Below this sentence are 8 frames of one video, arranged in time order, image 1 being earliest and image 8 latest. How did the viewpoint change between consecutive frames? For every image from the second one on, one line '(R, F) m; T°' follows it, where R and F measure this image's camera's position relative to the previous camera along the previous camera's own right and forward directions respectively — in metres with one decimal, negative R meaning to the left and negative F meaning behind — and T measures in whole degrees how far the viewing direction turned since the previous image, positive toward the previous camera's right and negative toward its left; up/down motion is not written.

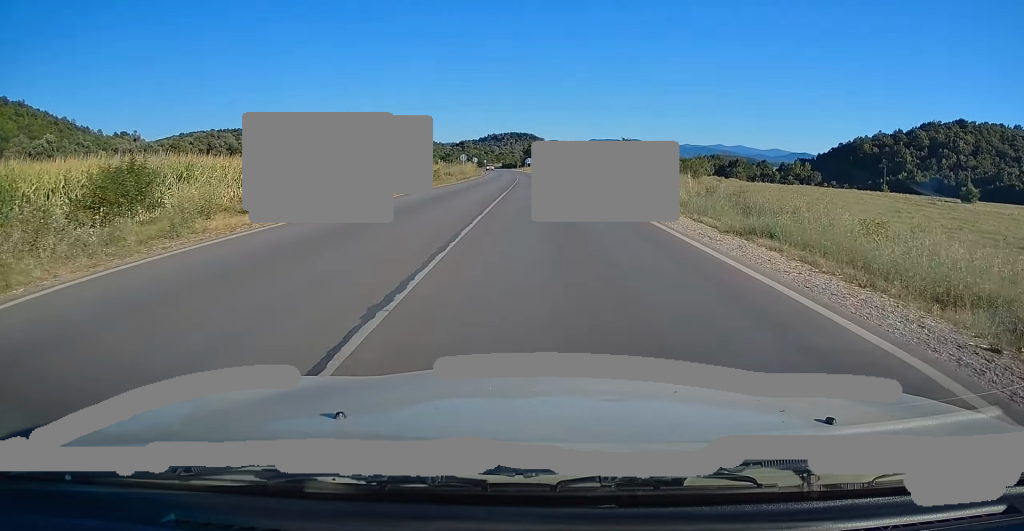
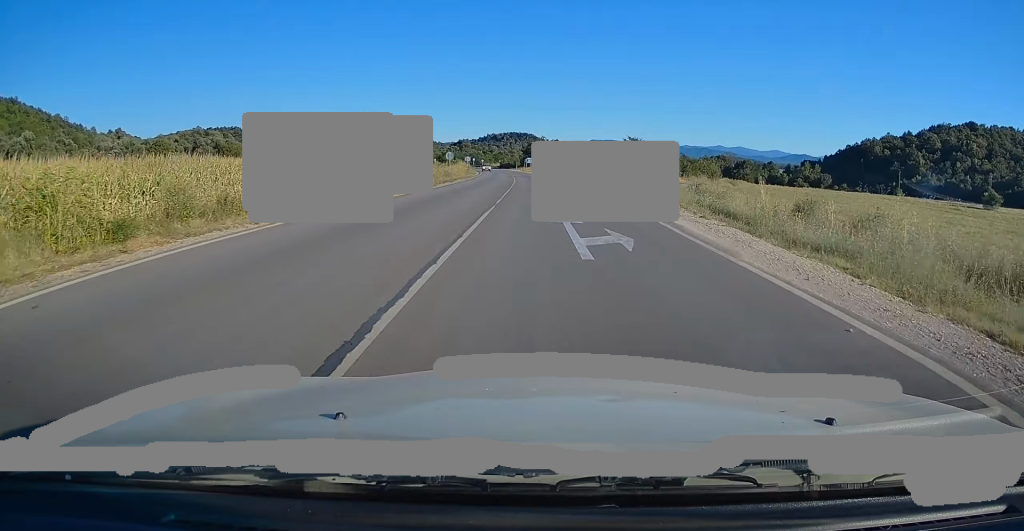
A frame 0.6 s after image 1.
(-0.1, +12.1) m; 0°
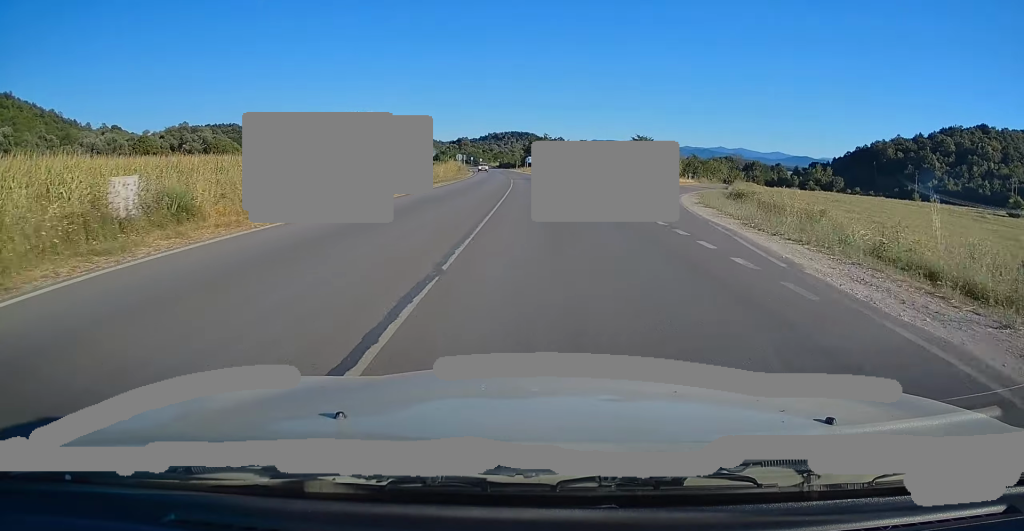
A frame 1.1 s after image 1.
(-0.1, +12.0) m; 0°
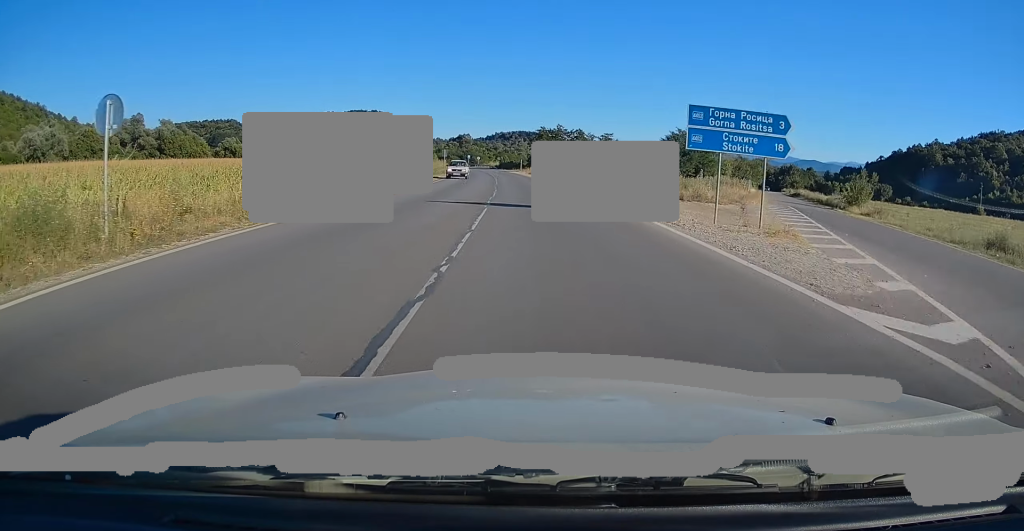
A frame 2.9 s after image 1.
(0.0, +37.6) m; 0°
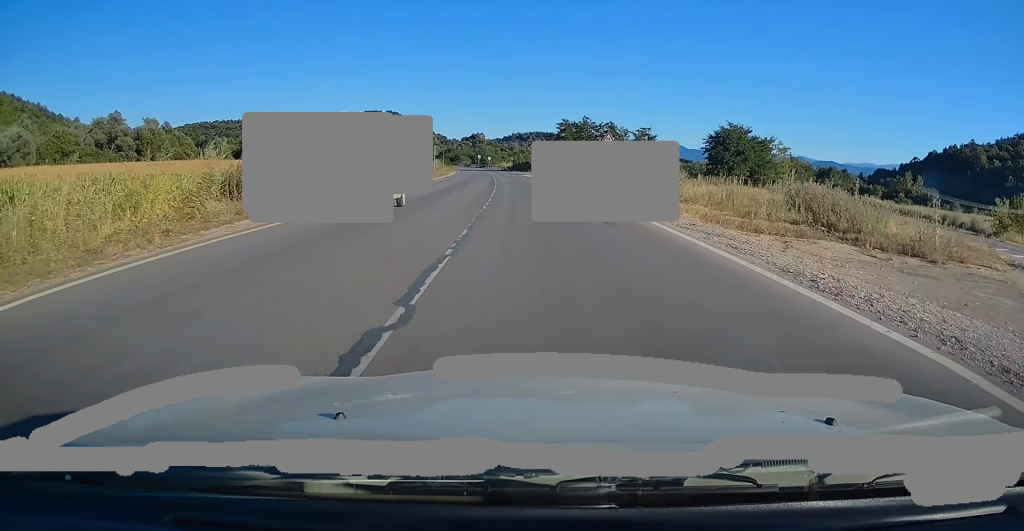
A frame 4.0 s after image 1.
(0.0, +22.5) m; -1°
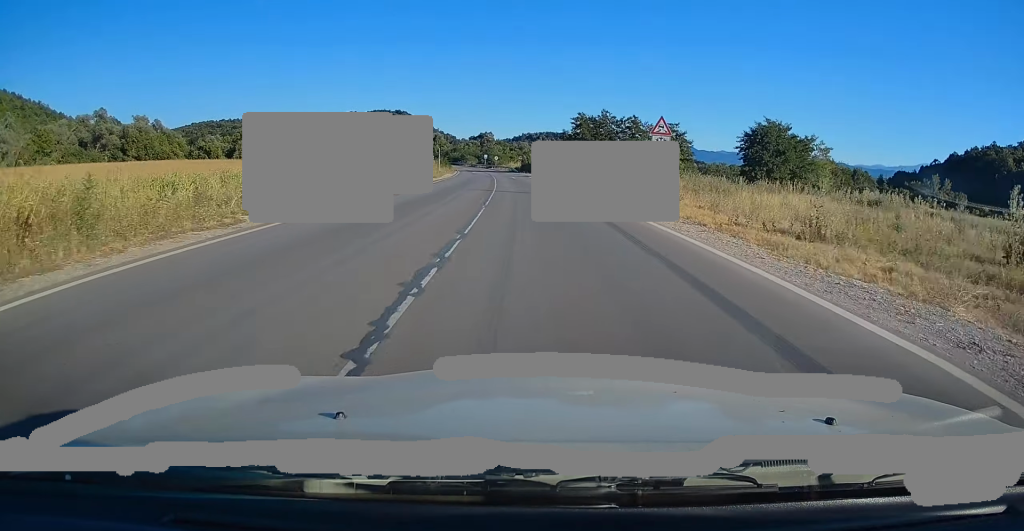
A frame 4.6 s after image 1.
(-0.2, +12.6) m; -1°
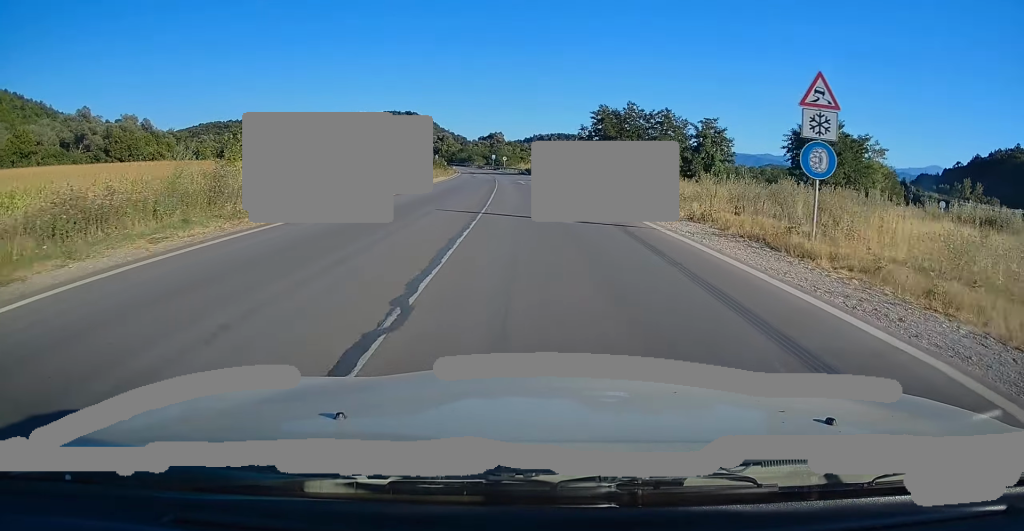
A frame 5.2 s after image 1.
(-0.1, +13.3) m; -1°
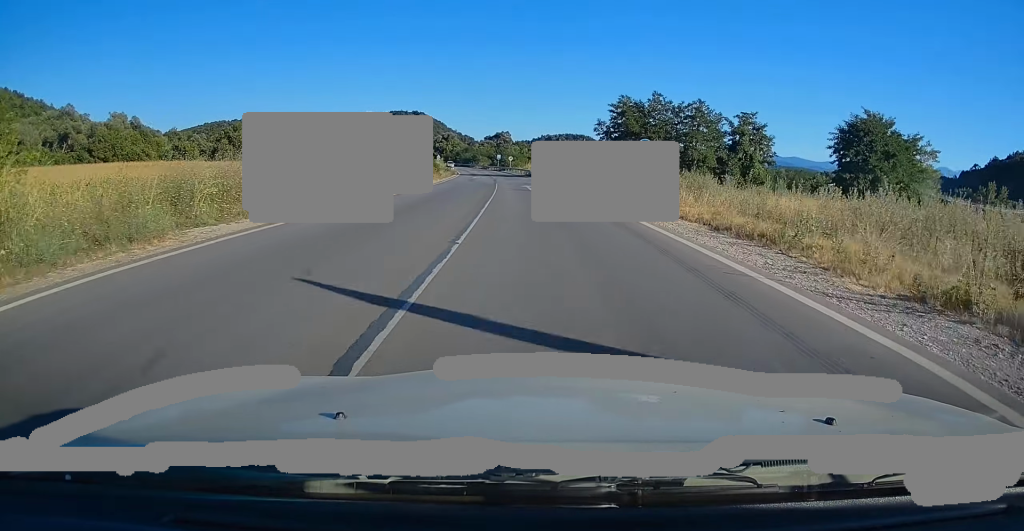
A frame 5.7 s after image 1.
(-0.1, +10.5) m; -1°
